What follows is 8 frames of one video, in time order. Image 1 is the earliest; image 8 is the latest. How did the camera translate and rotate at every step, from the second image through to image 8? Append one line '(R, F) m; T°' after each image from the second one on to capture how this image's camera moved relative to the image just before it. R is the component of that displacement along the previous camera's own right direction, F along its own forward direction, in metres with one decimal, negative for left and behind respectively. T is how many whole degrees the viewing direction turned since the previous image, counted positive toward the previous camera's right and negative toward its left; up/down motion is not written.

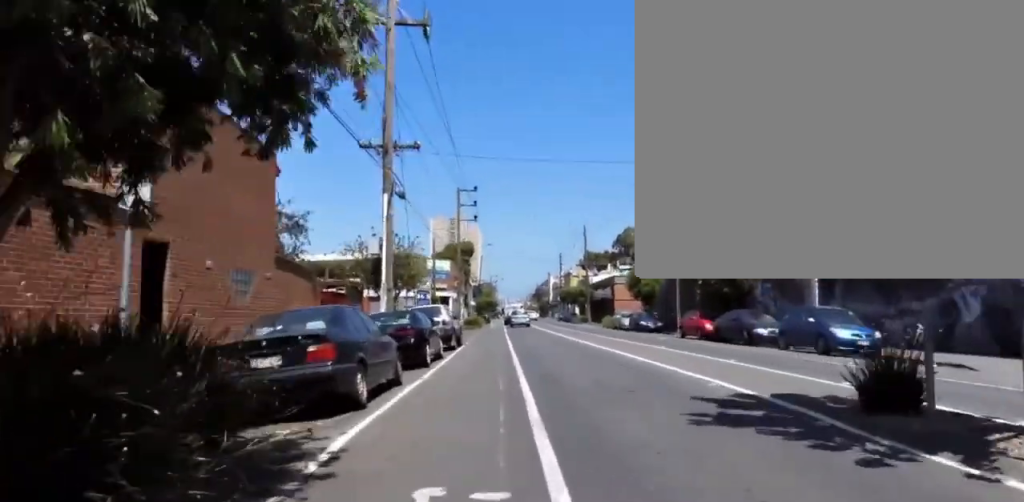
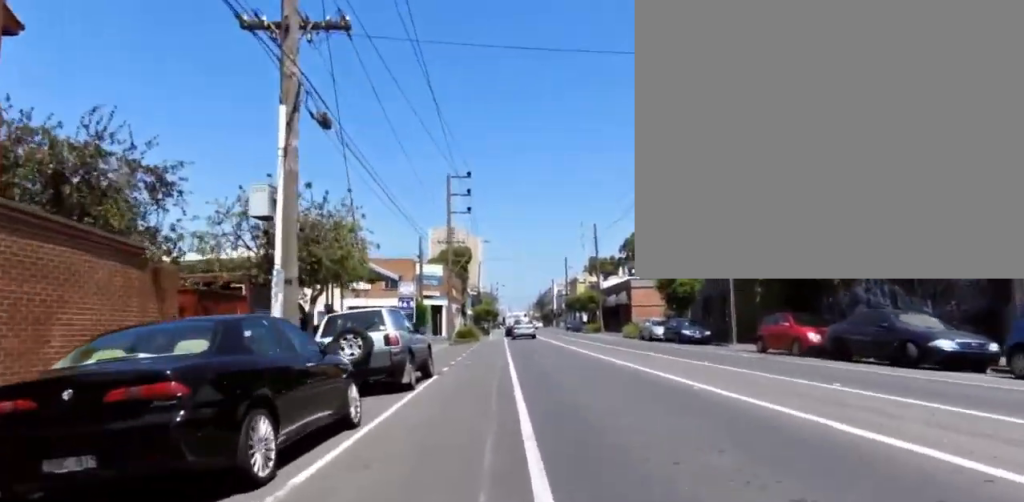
(+0.1, +9.4) m; 0°
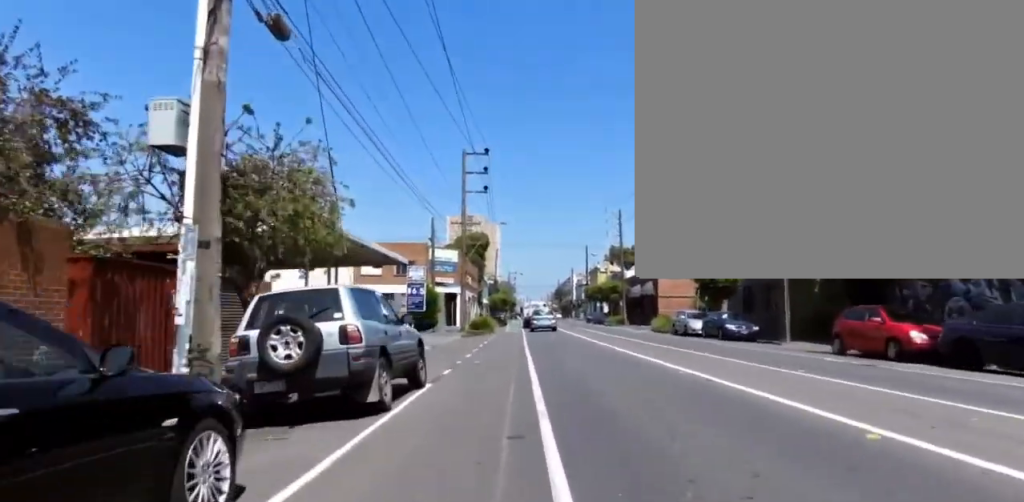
(-0.6, +3.8) m; 0°
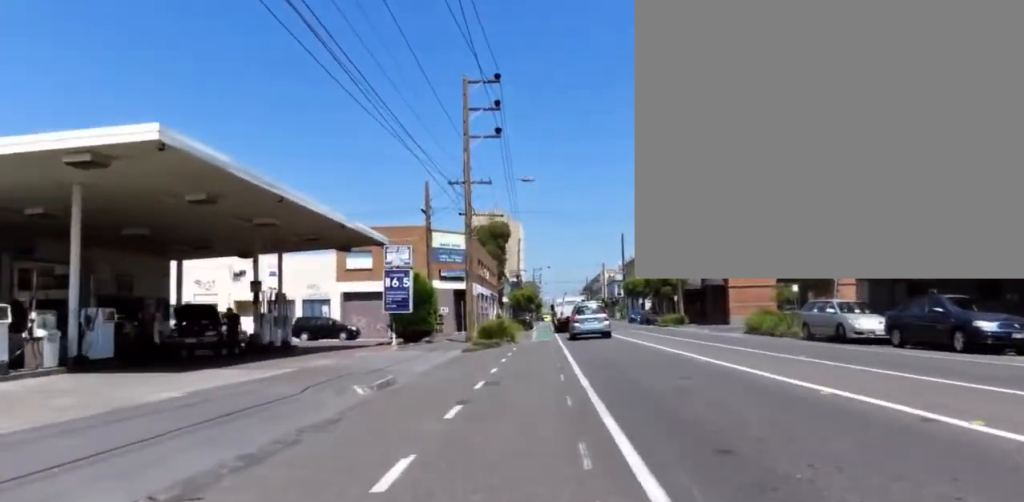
(+0.4, +13.6) m; -6°
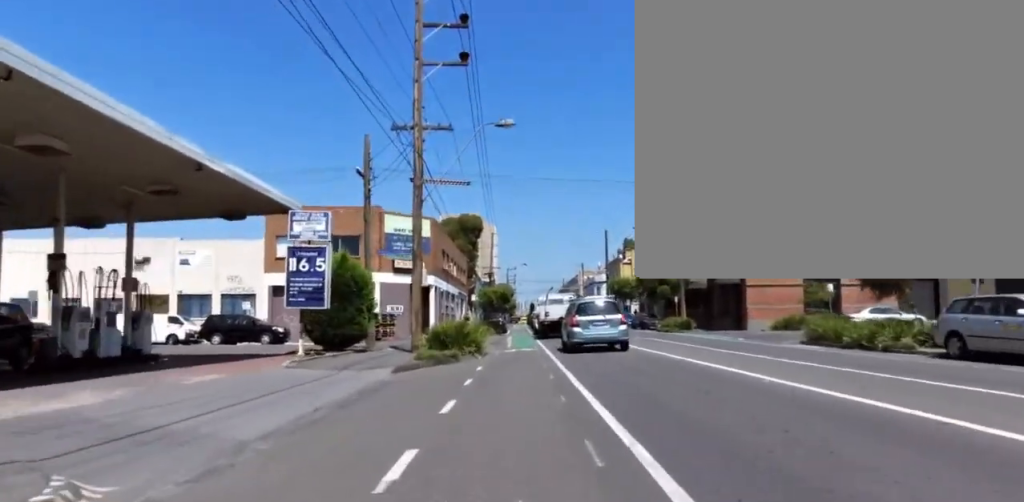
(-0.5, +9.2) m; +4°
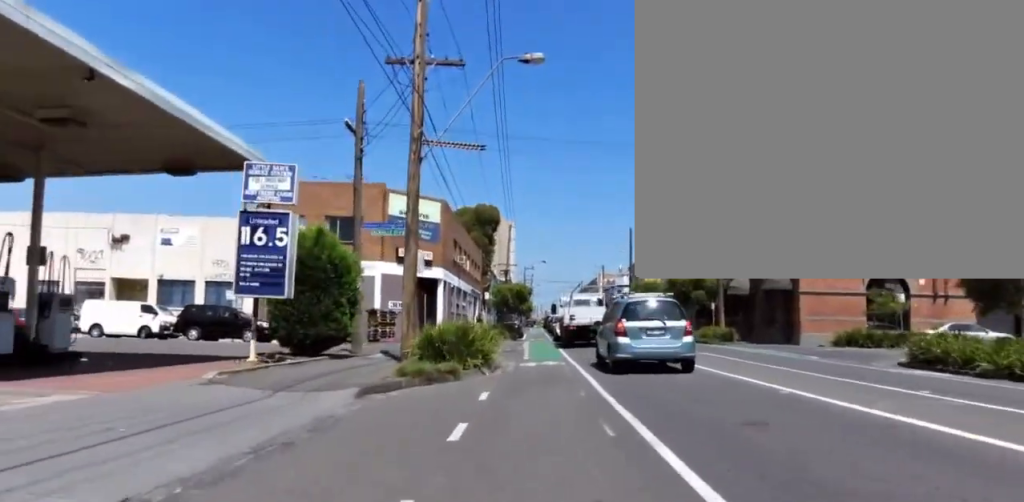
(+0.3, +4.8) m; +2°
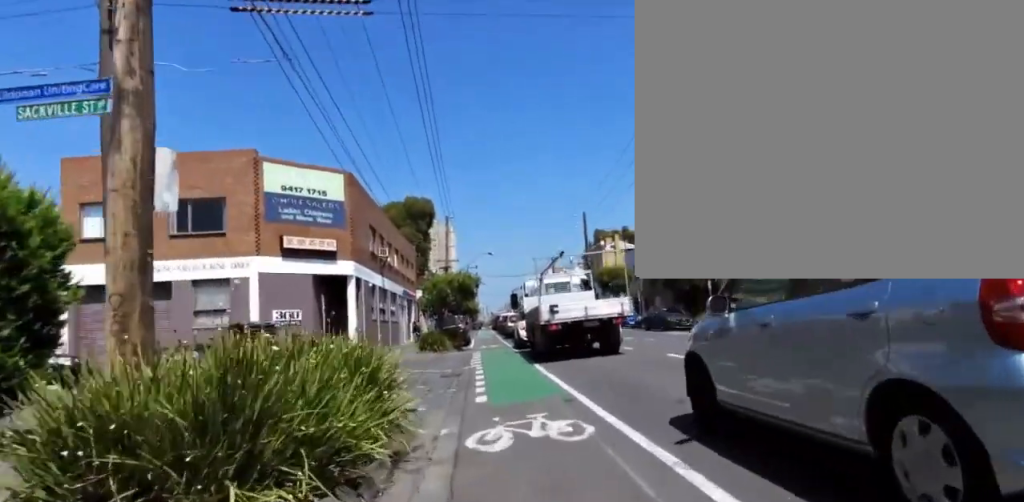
(0.0, +9.9) m; 0°
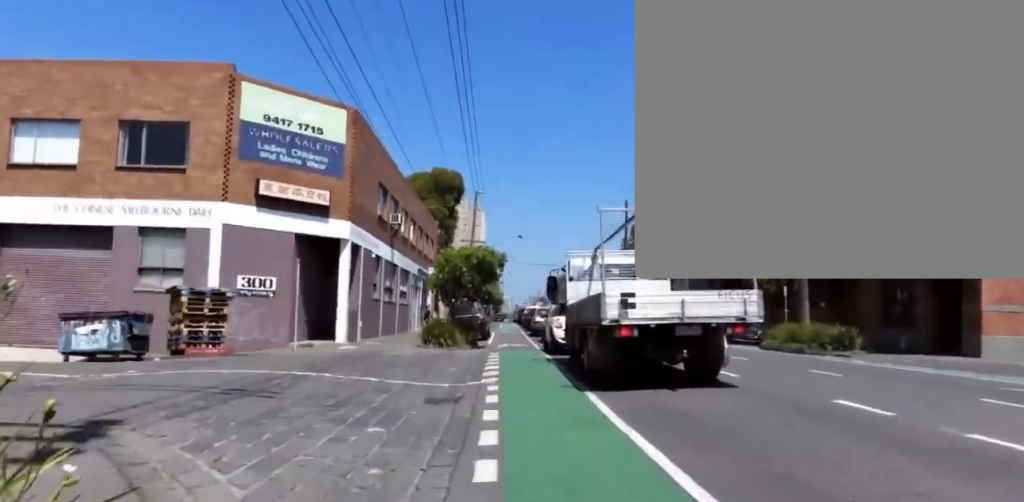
(-0.1, +5.6) m; 0°
